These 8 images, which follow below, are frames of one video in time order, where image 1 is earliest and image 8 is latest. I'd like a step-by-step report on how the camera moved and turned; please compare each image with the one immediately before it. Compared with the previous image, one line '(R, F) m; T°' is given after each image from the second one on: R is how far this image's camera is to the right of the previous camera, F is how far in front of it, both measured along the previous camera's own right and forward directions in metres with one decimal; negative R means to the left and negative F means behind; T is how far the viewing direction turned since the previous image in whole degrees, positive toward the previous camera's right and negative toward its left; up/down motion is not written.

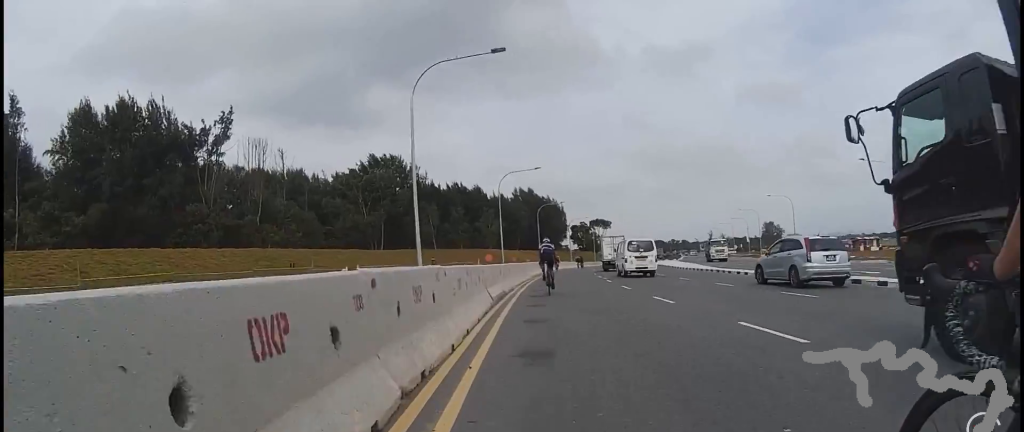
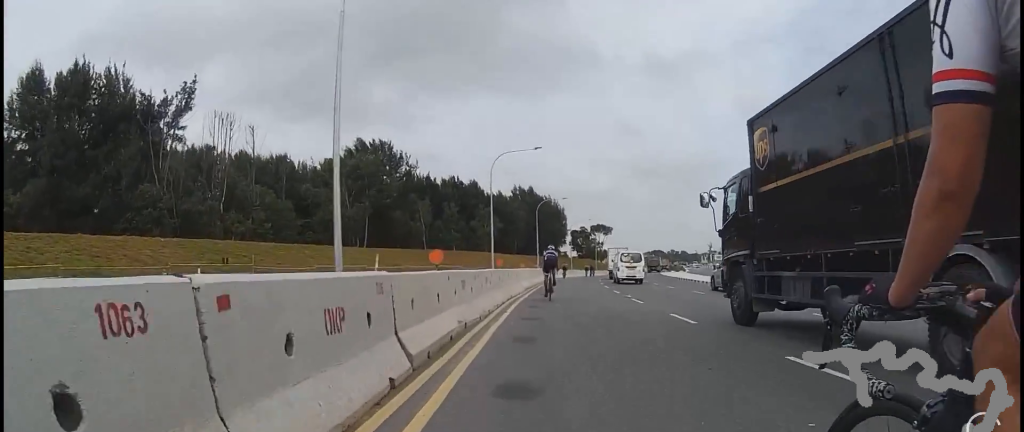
(-0.4, +8.3) m; -3°
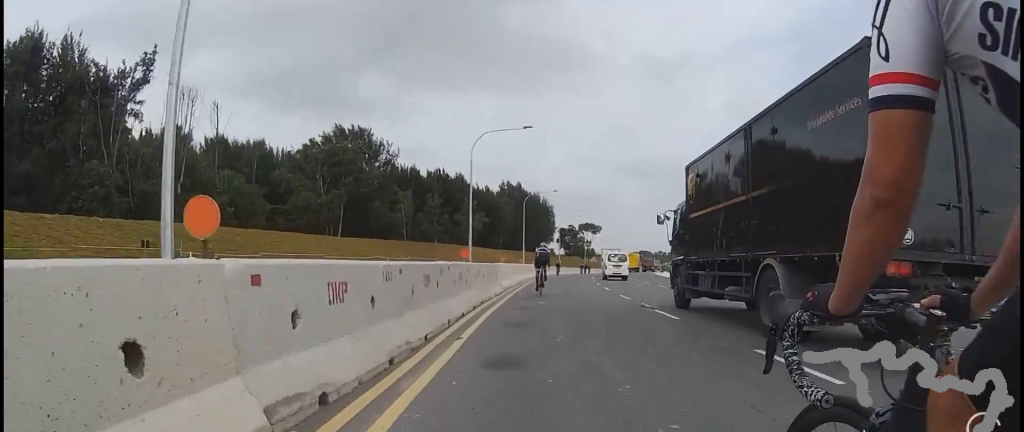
(0.0, +5.9) m; +1°
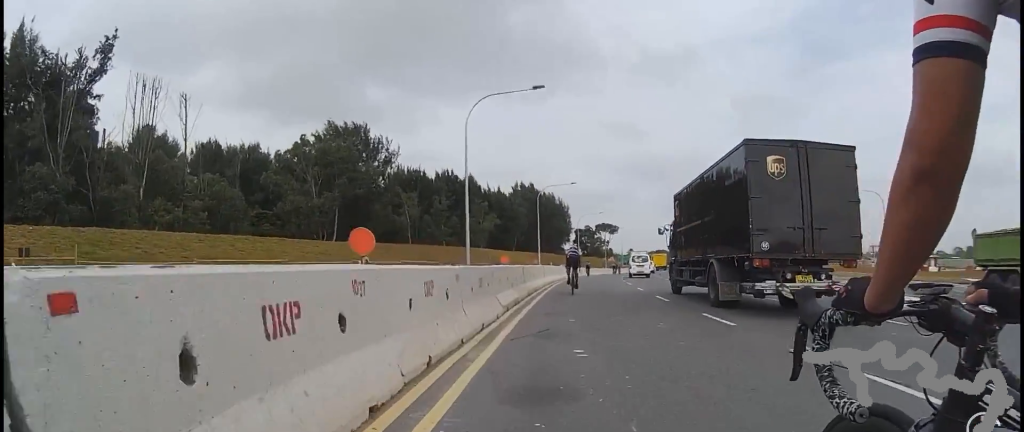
(+0.2, +7.8) m; +2°
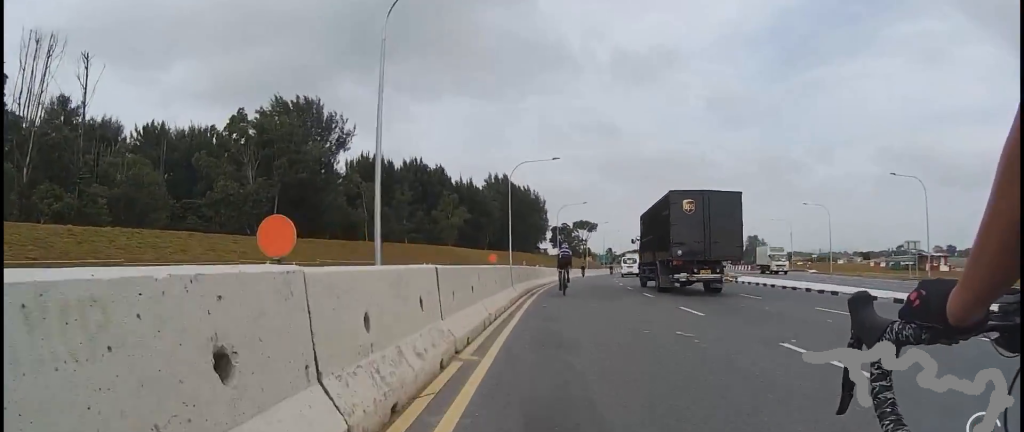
(0.0, +10.4) m; 0°
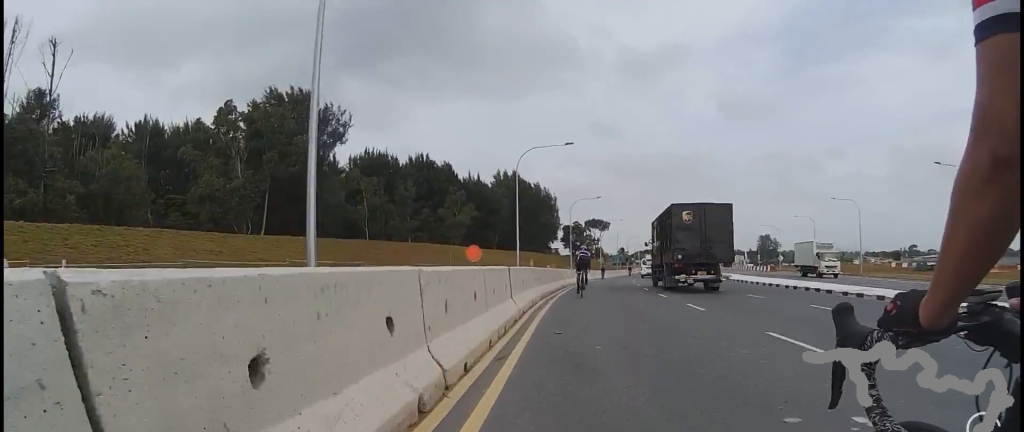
(-0.1, +4.6) m; 0°
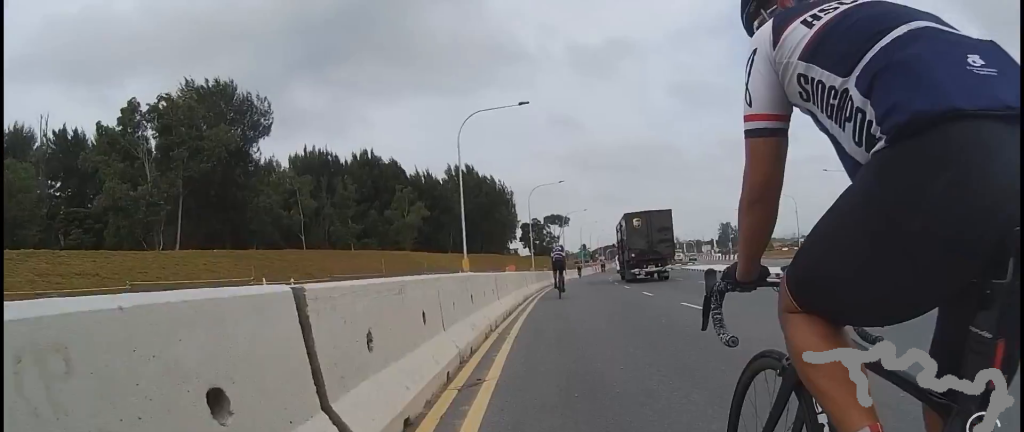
(+0.4, +8.2) m; +1°
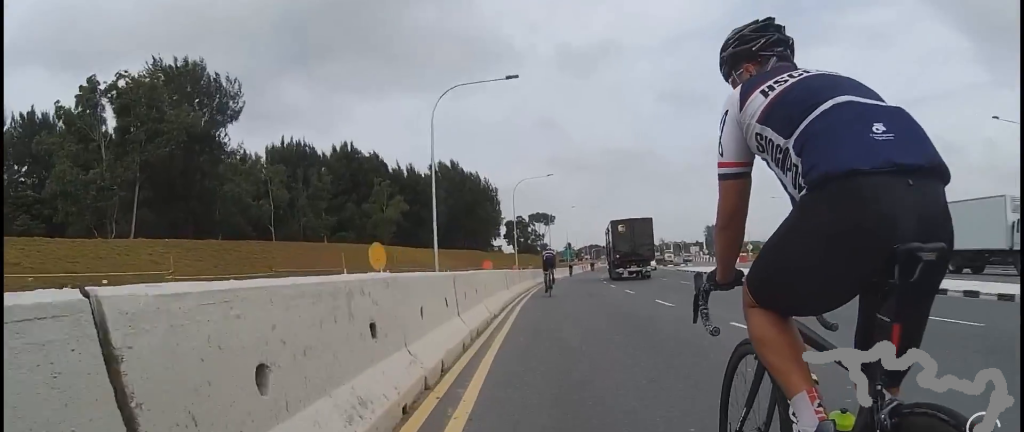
(-0.2, +4.6) m; +2°
